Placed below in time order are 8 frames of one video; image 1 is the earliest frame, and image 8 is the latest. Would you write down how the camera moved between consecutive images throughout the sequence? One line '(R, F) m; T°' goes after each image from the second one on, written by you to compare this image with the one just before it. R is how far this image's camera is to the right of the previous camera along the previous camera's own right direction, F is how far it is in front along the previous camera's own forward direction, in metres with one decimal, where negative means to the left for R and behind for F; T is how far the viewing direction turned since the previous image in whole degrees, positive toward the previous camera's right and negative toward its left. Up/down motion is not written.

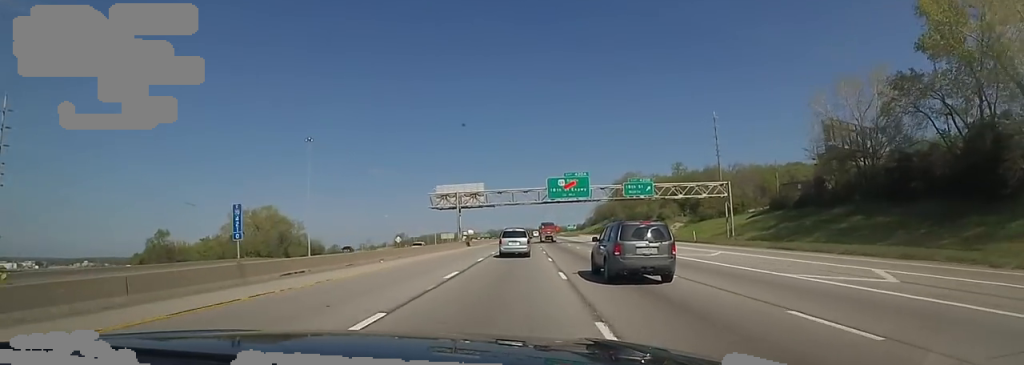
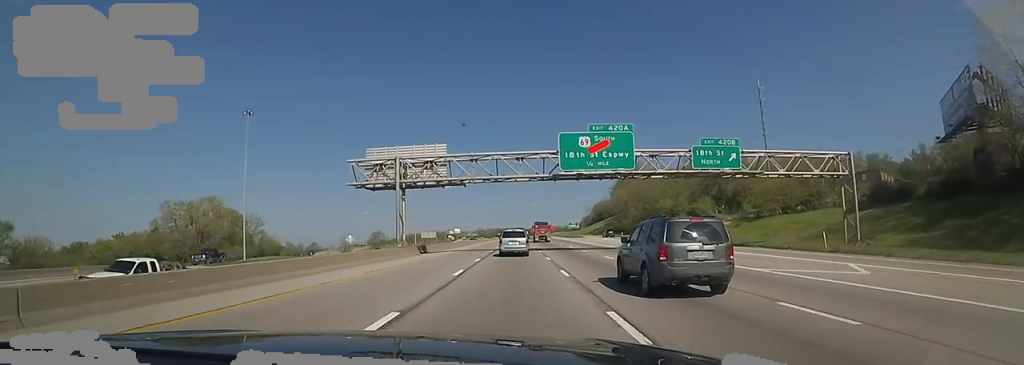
(+0.2, +28.9) m; +2°
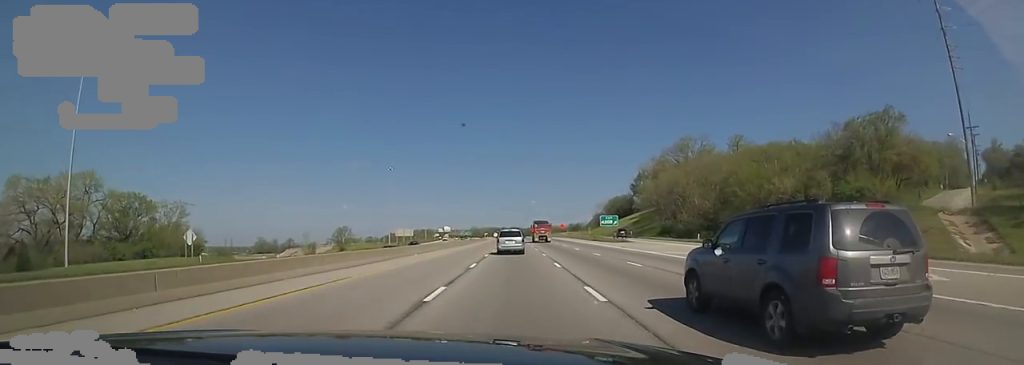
(+0.1, +47.5) m; -2°
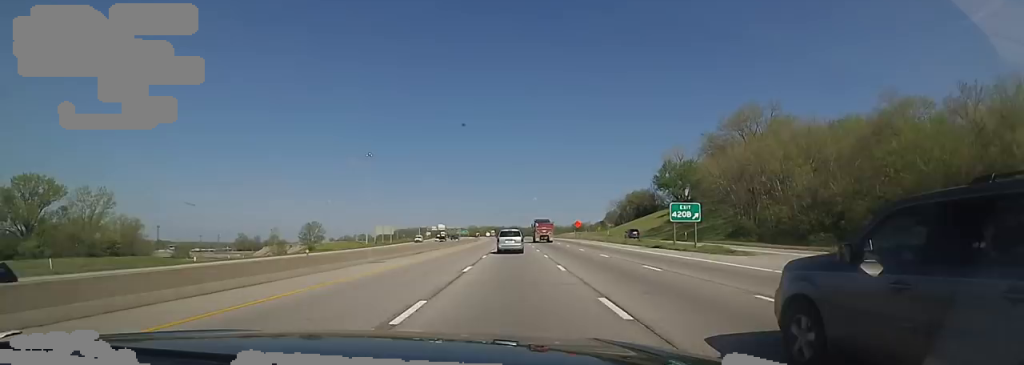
(-0.3, +32.0) m; +2°
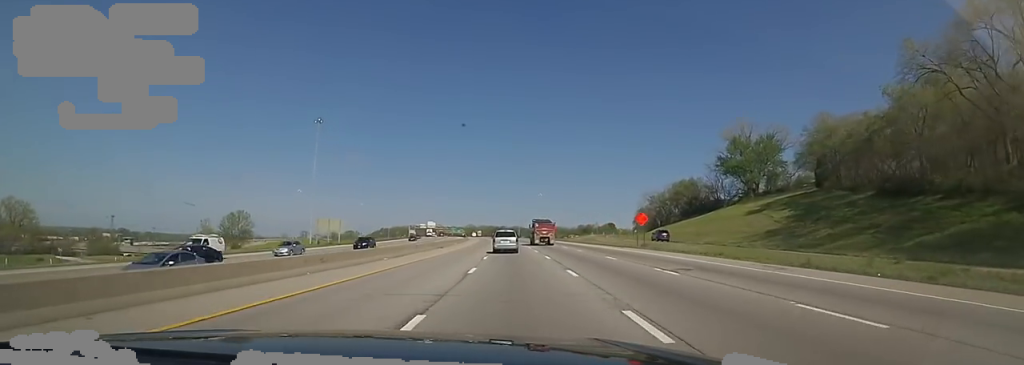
(+0.6, +50.7) m; 0°
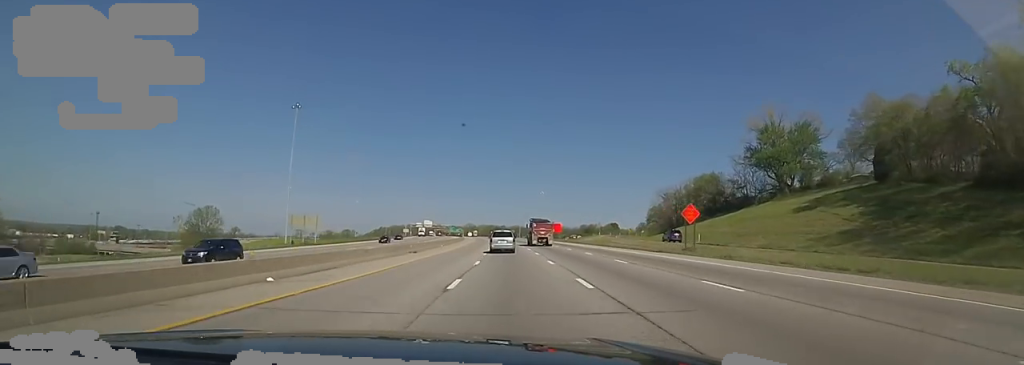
(-0.4, +14.7) m; 0°
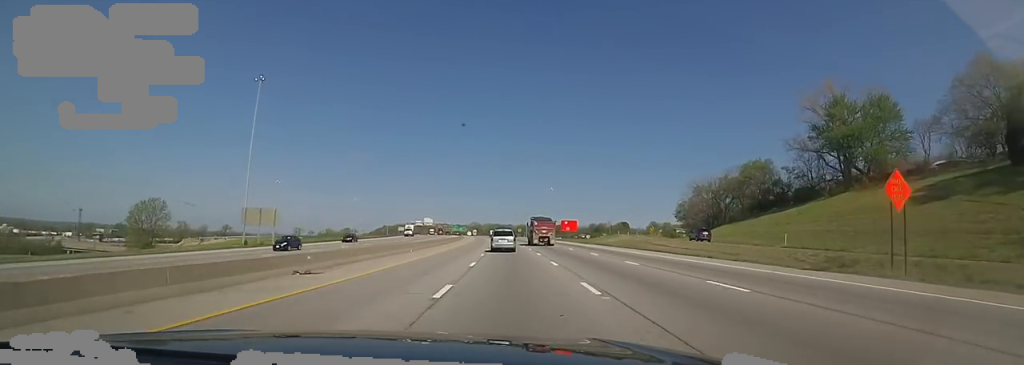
(+0.9, +21.6) m; 0°
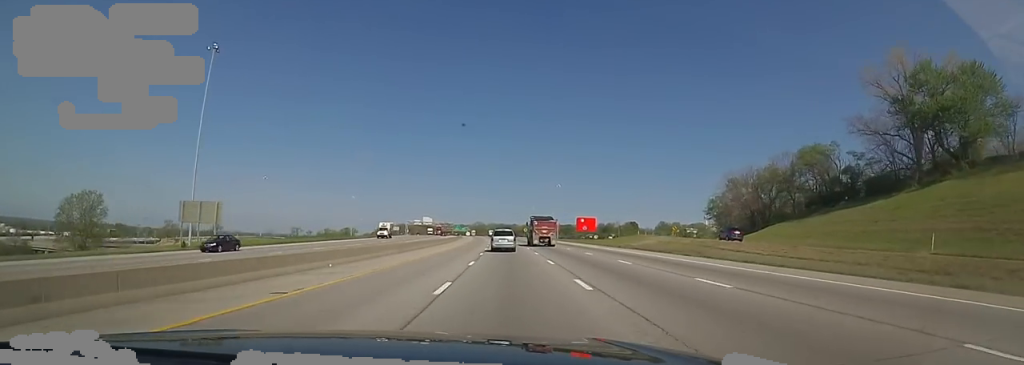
(-0.4, +18.7) m; -2°
